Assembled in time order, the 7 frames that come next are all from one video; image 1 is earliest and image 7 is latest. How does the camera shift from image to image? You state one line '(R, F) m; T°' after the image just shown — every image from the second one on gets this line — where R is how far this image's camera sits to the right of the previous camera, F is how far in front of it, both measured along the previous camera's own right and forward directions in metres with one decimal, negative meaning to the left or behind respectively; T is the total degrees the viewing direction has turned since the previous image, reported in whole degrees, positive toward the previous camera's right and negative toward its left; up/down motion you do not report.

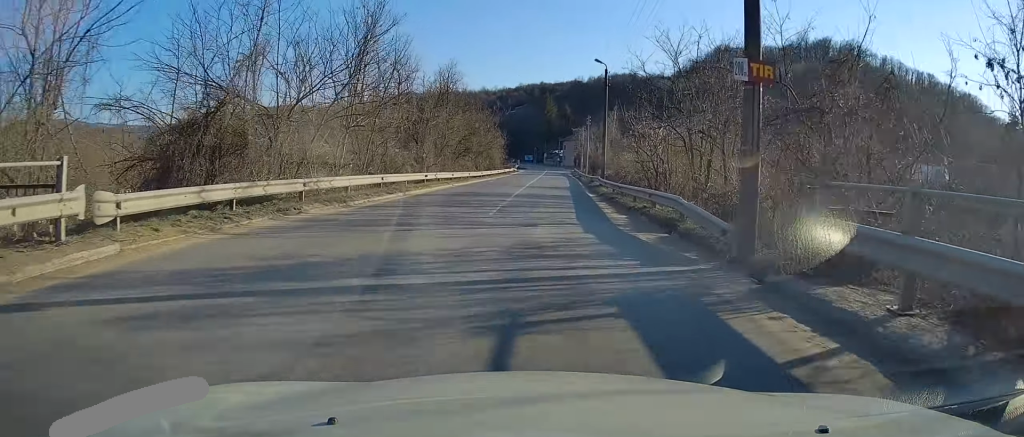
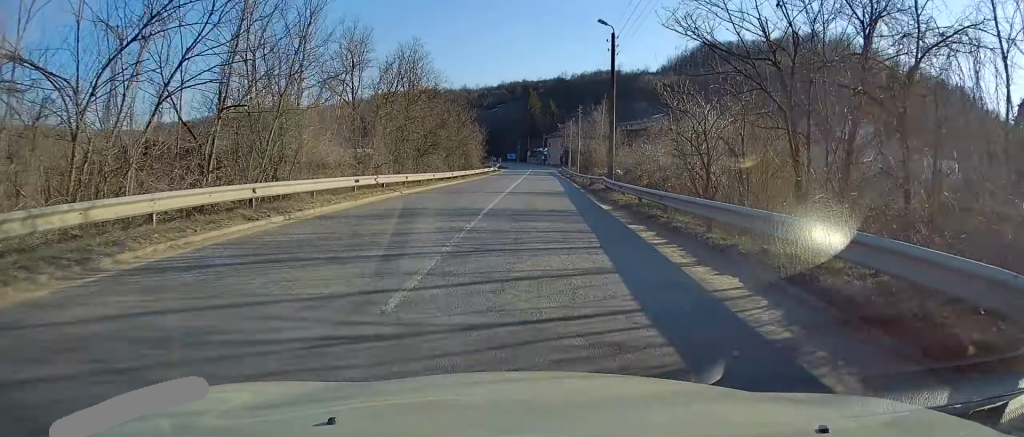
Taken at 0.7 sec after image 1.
(+0.1, +10.7) m; +2°
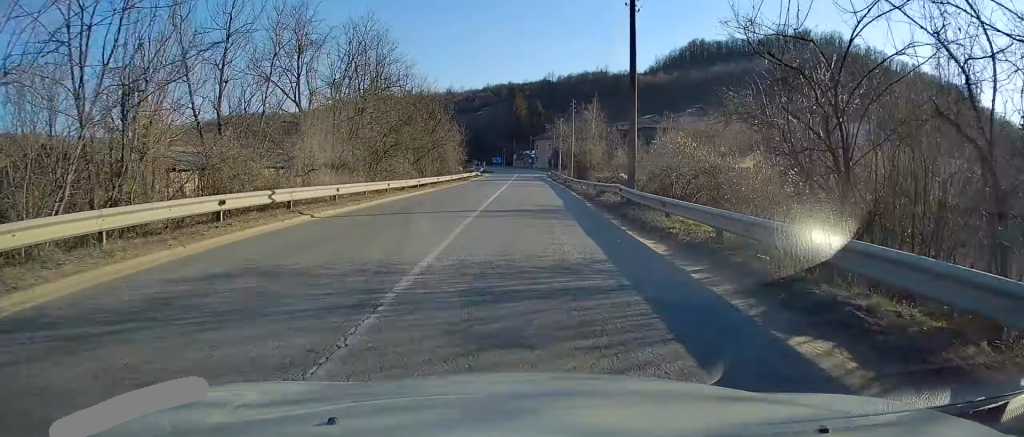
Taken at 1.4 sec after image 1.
(+0.2, +9.2) m; 0°
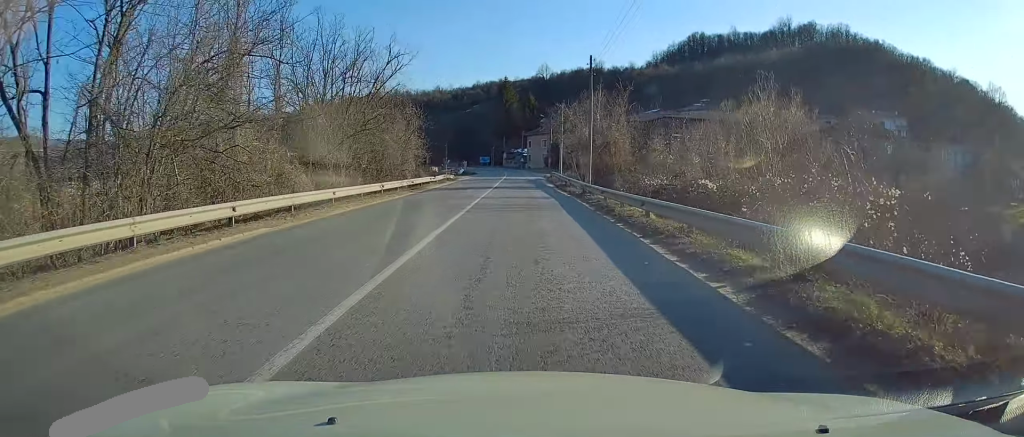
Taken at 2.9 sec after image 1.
(-0.2, +22.8) m; -1°
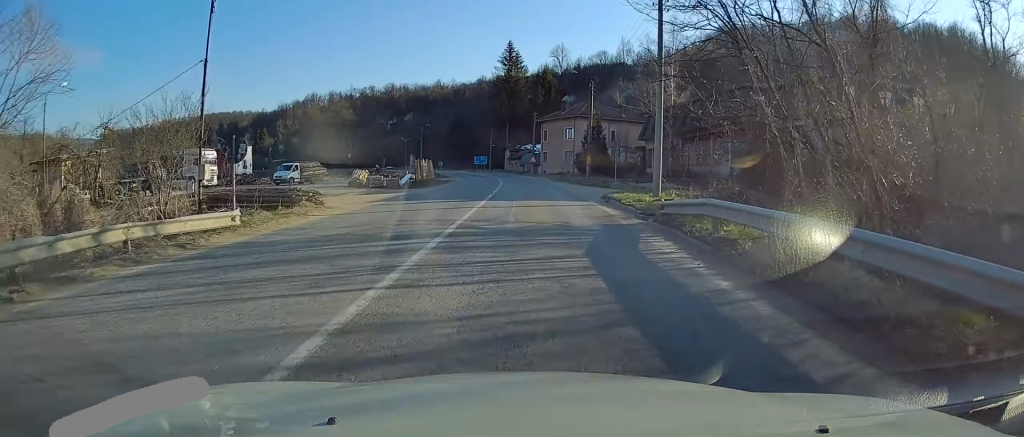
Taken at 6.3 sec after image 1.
(0.0, +48.6) m; 0°
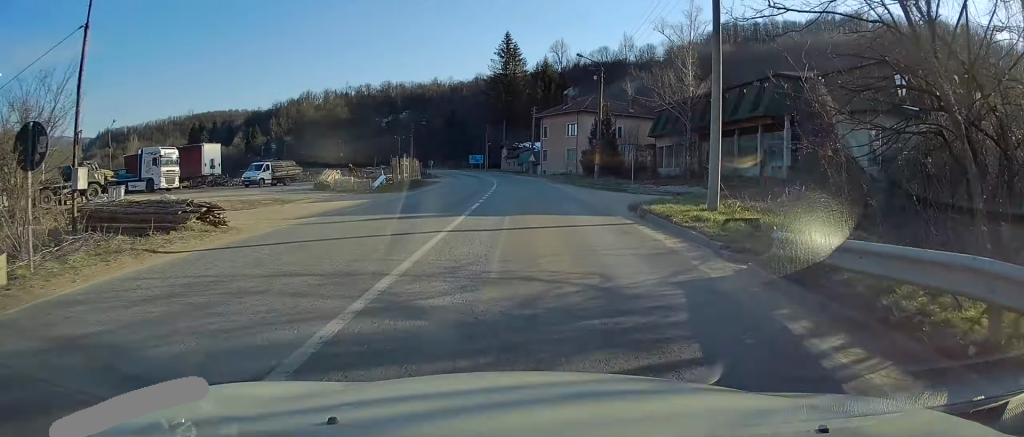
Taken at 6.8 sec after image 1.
(0.0, +7.2) m; 0°
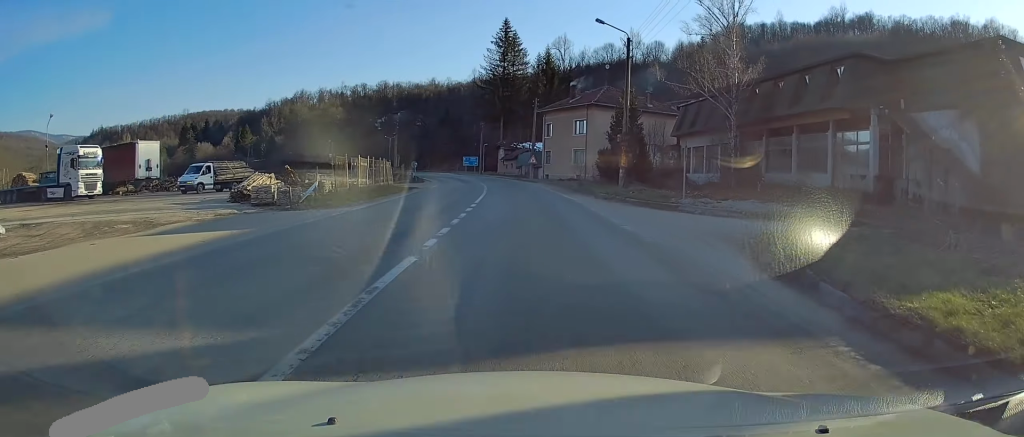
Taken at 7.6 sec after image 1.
(+0.1, +11.5) m; 0°
